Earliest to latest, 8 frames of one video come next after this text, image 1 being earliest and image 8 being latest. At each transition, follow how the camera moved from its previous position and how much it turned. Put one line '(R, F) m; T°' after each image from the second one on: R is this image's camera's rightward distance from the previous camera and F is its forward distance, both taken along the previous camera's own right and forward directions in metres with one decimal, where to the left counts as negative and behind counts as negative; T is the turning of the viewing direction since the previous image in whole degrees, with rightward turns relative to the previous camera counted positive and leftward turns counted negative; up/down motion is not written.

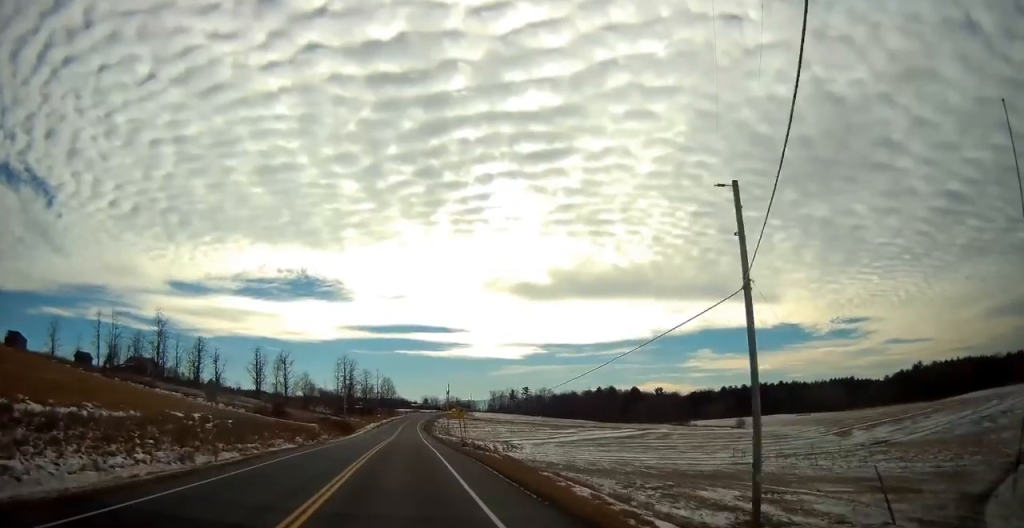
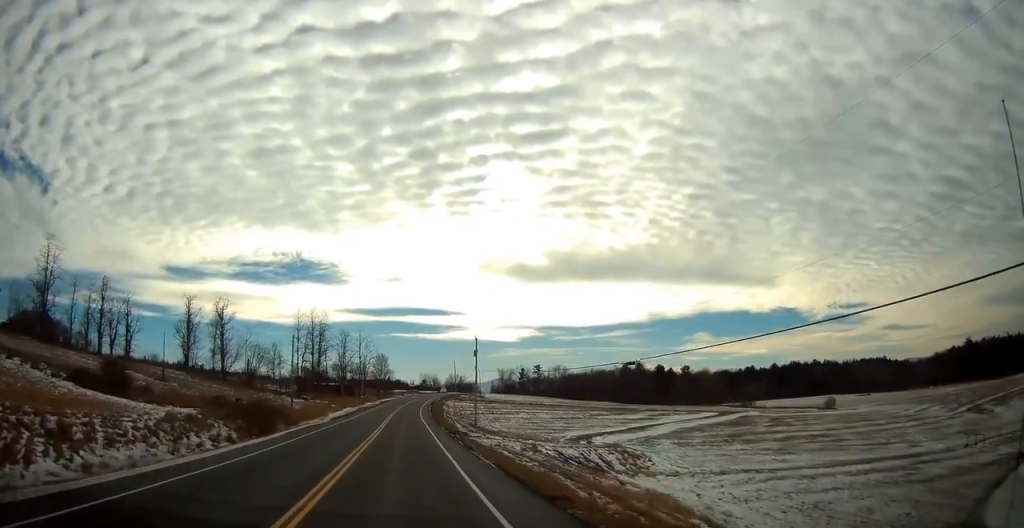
(-0.1, +53.7) m; 0°
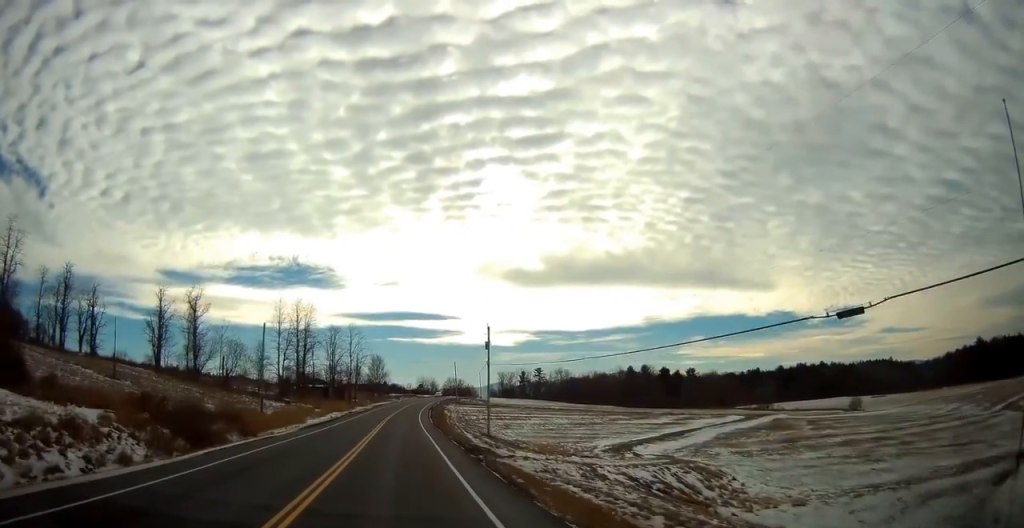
(0.0, +13.0) m; 0°
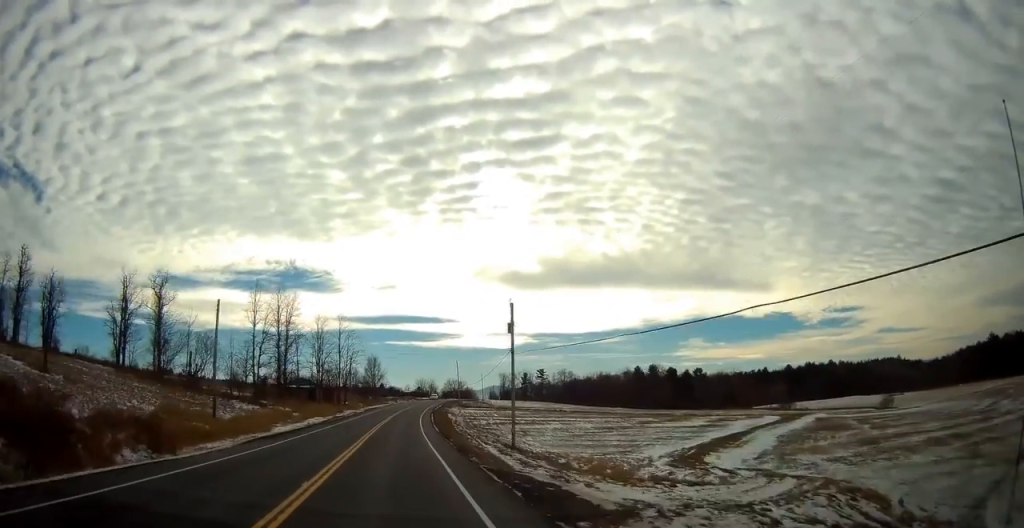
(-0.1, +13.9) m; 0°
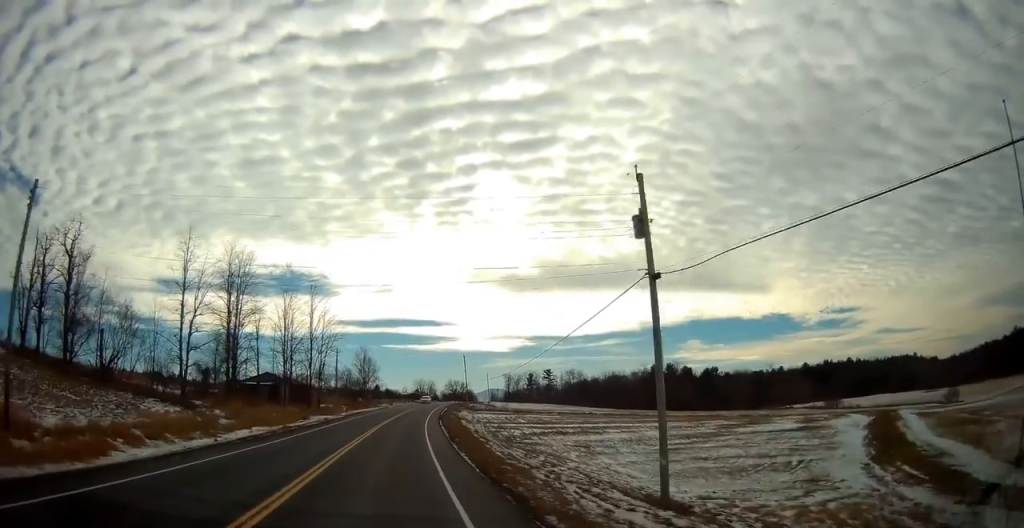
(+0.3, +24.8) m; +1°
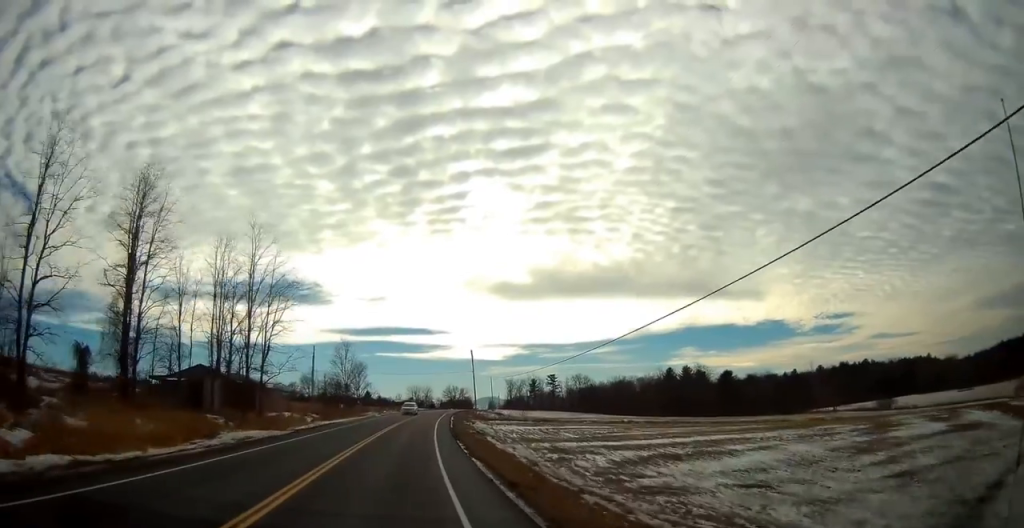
(+0.1, +24.4) m; 0°
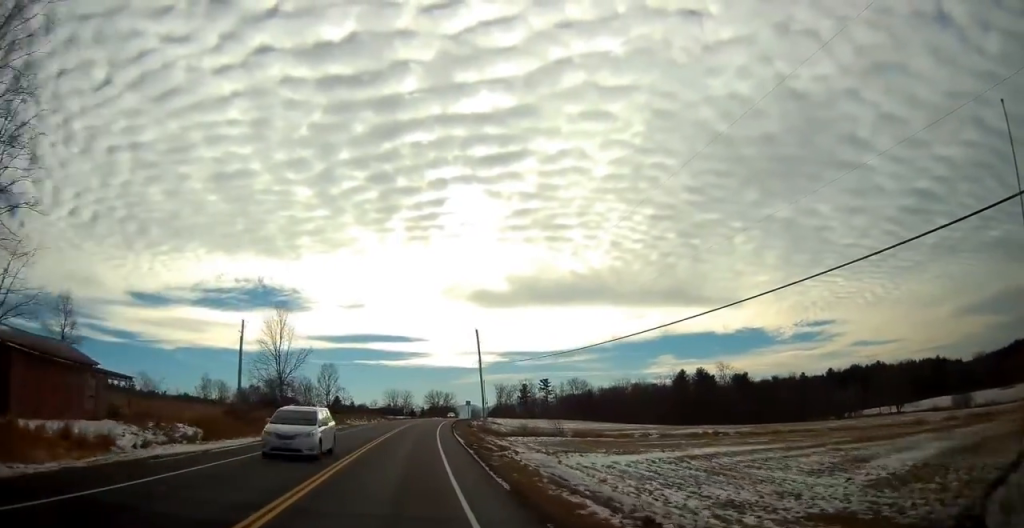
(+0.2, +34.1) m; +2°
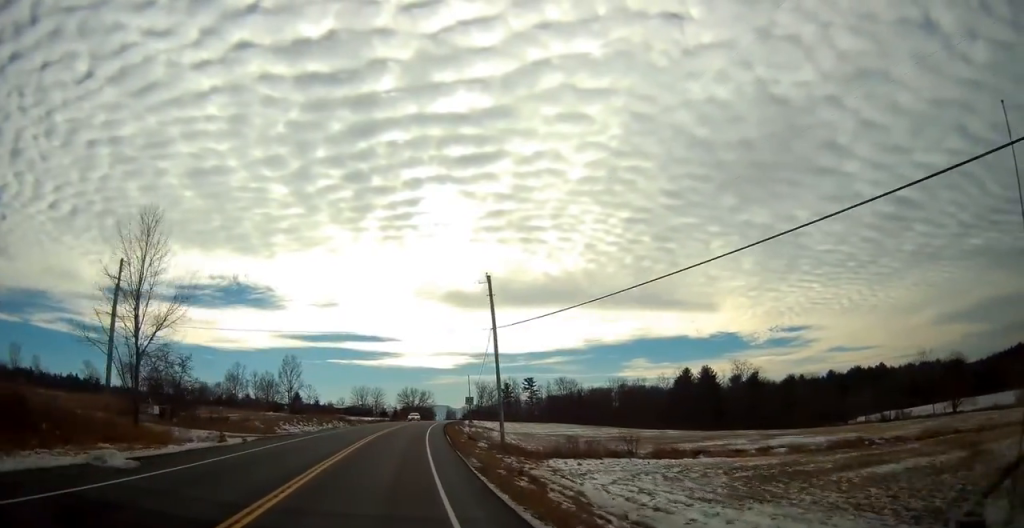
(+0.9, +27.1) m; +3°
